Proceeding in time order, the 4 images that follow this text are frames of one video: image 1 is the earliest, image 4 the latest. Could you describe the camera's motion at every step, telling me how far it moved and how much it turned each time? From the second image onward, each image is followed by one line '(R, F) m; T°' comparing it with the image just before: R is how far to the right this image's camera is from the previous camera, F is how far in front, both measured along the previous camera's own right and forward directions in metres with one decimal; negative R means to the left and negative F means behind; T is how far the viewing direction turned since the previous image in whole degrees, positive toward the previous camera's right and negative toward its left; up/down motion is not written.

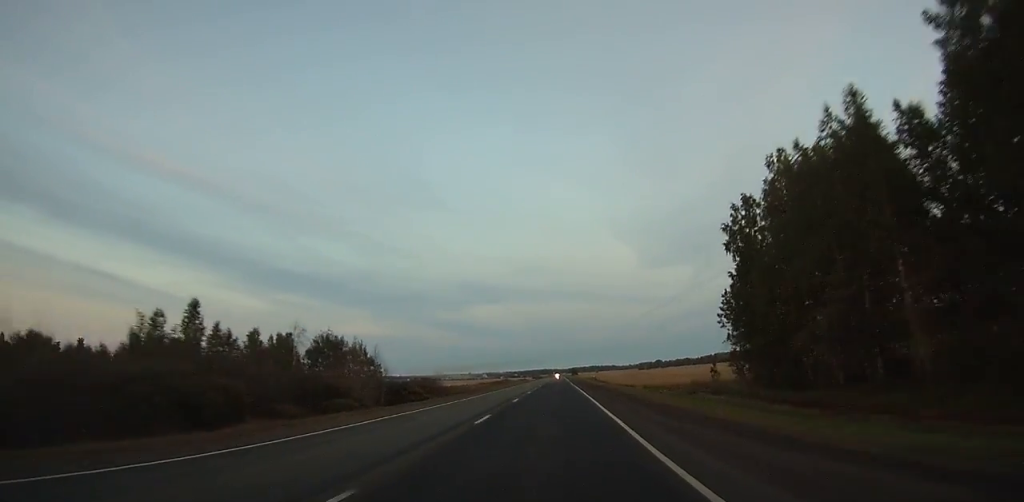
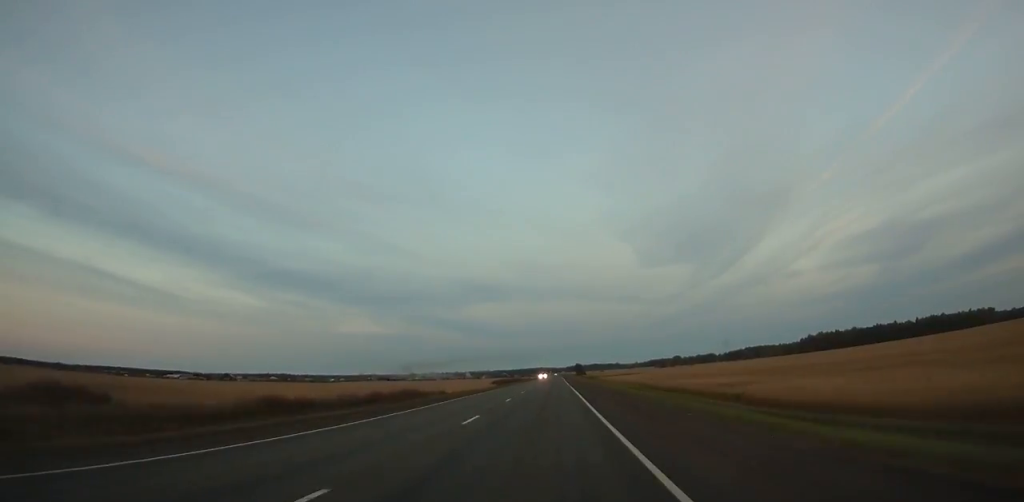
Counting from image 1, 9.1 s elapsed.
(-2.0, +273.6) m; -1°
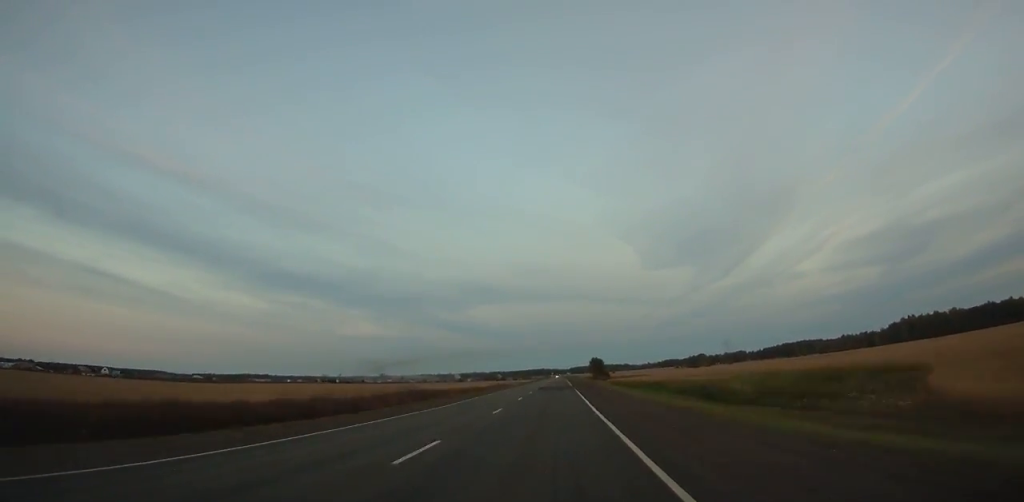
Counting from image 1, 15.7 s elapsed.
(+0.2, +197.8) m; 0°
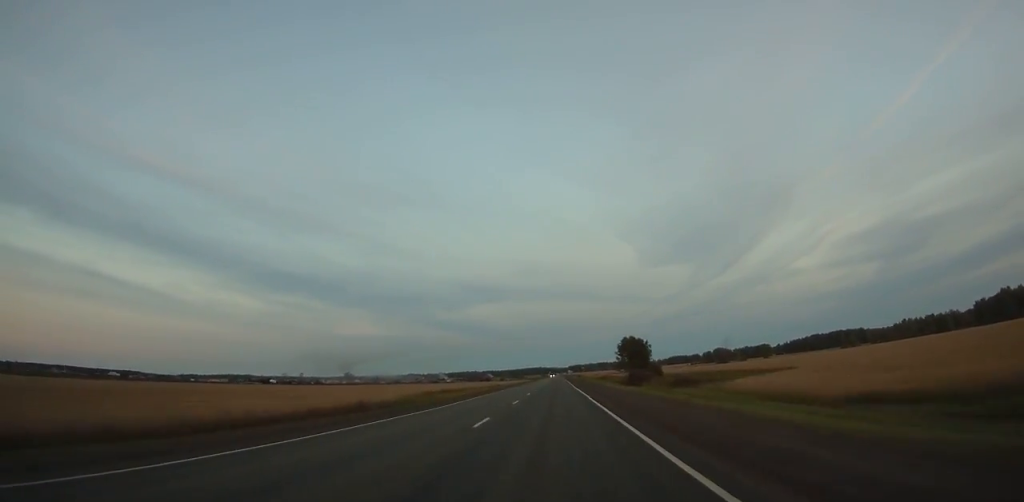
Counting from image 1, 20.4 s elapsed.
(+0.6, +137.9) m; +1°
